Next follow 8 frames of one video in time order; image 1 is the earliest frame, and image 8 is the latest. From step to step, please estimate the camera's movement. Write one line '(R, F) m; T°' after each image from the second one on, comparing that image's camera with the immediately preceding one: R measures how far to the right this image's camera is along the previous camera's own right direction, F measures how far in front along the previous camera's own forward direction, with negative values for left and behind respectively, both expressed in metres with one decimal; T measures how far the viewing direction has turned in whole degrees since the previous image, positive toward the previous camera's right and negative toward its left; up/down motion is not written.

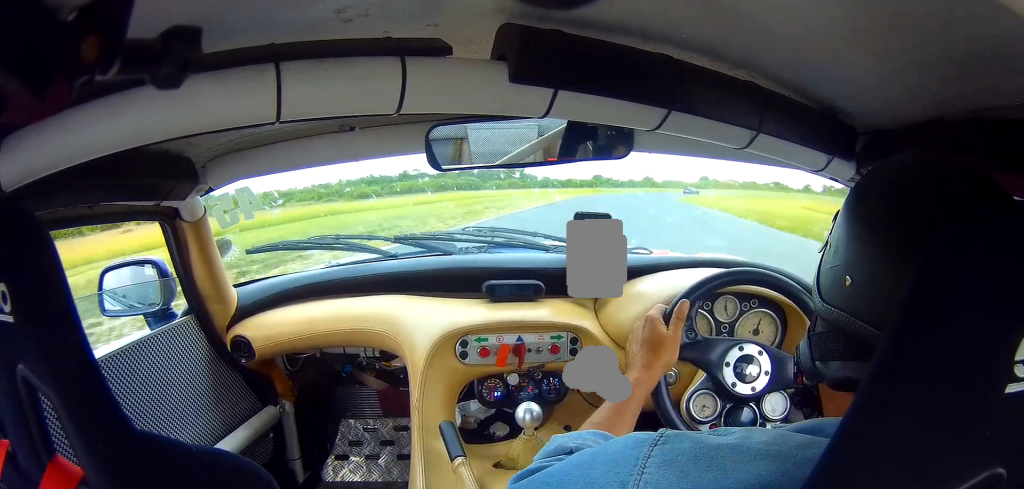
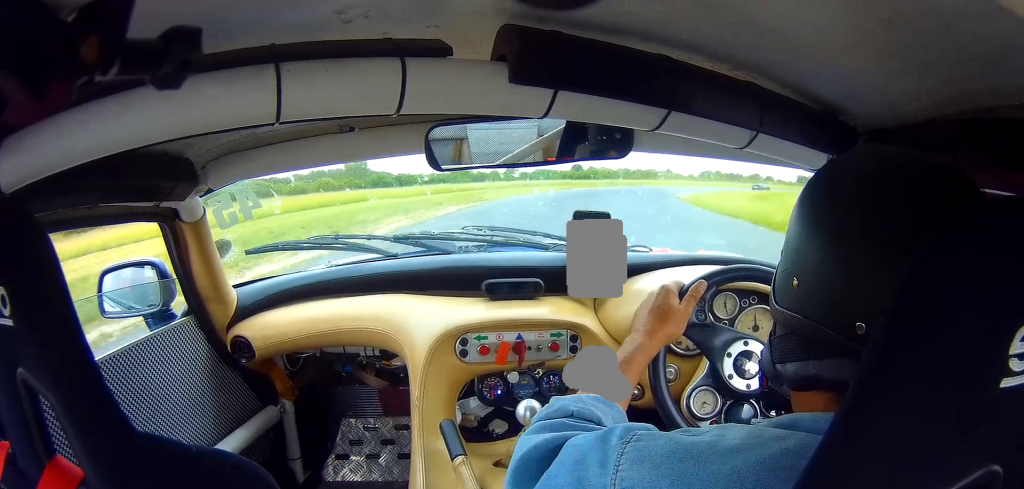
(+5.3, +54.2) m; +15°
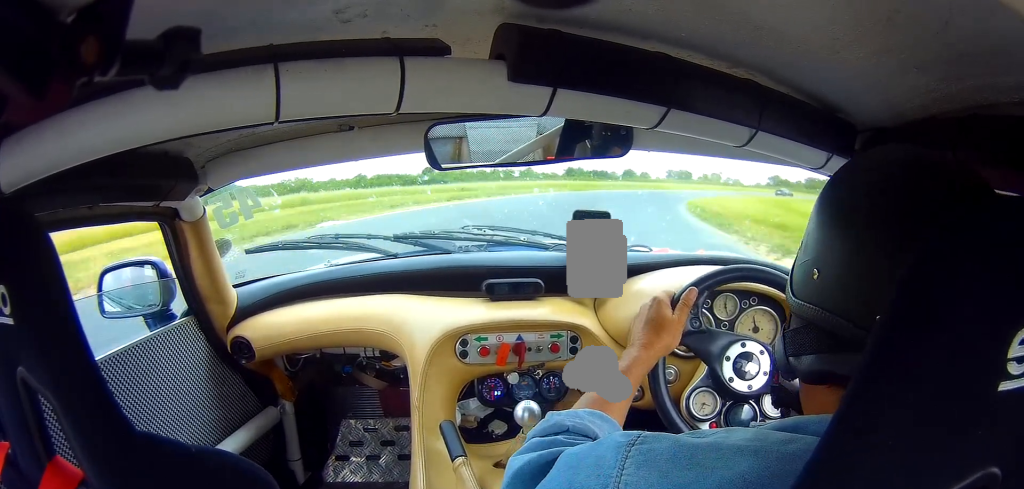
(+4.5, +34.7) m; +14°
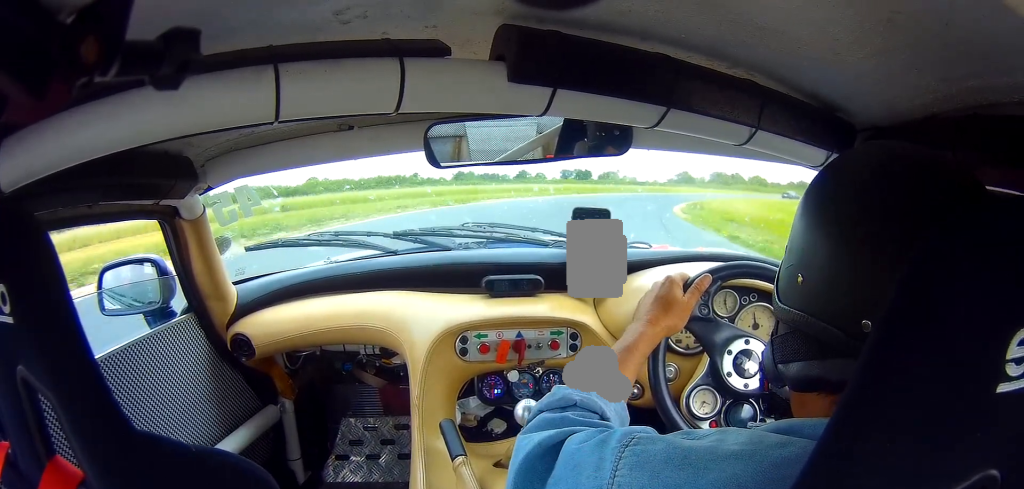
(+2.6, +22.6) m; +9°
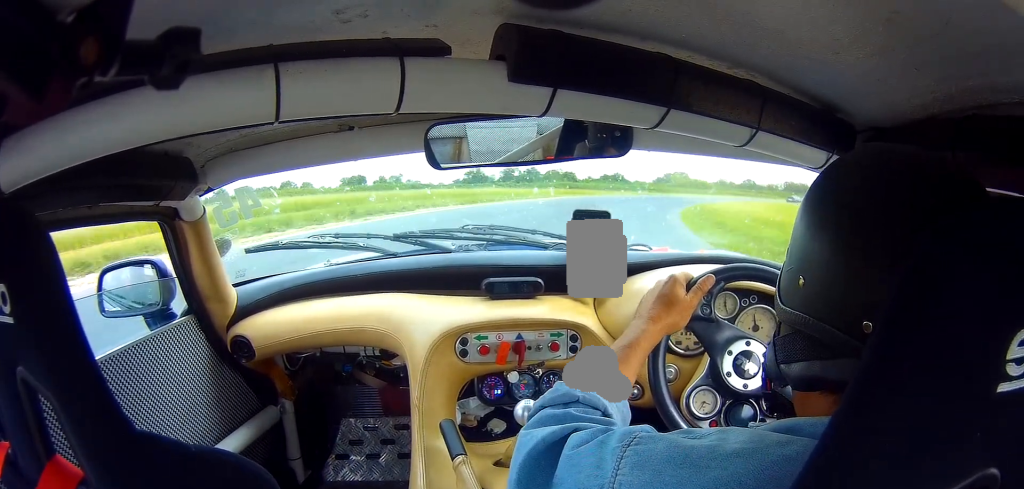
(+5.5, +42.3) m; +19°
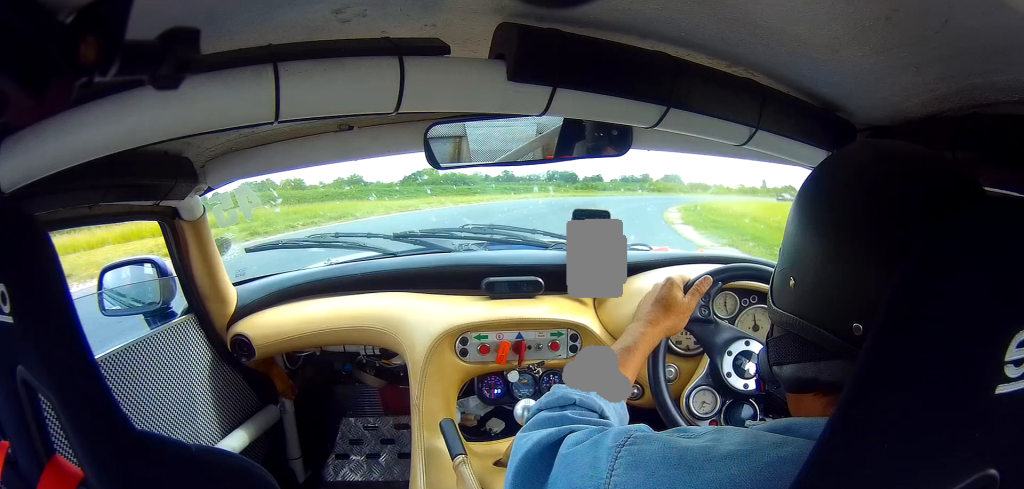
(+10.9, +44.2) m; +28°
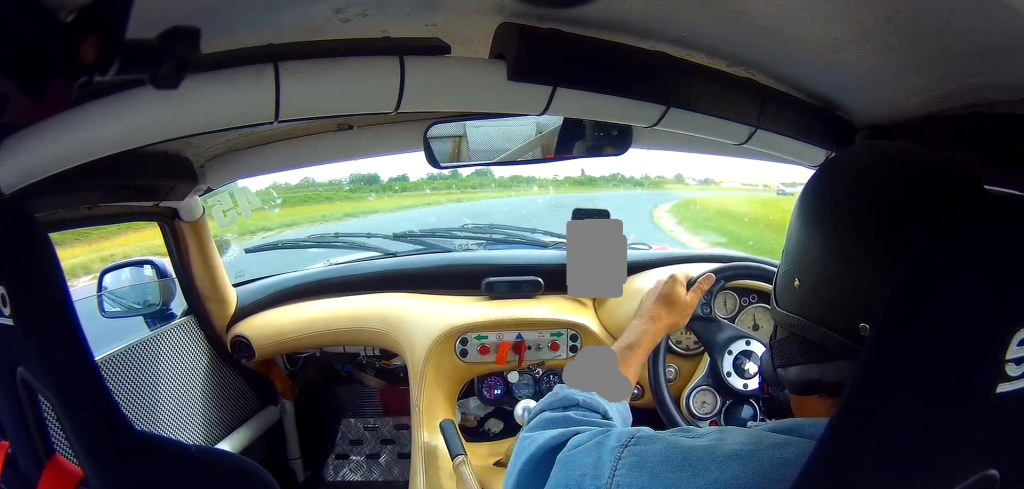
(+7.4, +36.7) m; +19°
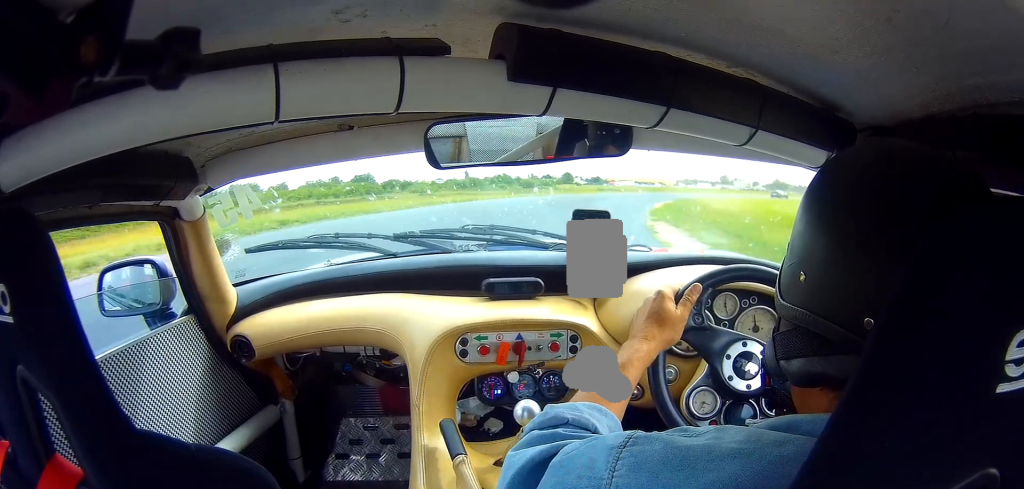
(+0.9, +21.9) m; +10°
